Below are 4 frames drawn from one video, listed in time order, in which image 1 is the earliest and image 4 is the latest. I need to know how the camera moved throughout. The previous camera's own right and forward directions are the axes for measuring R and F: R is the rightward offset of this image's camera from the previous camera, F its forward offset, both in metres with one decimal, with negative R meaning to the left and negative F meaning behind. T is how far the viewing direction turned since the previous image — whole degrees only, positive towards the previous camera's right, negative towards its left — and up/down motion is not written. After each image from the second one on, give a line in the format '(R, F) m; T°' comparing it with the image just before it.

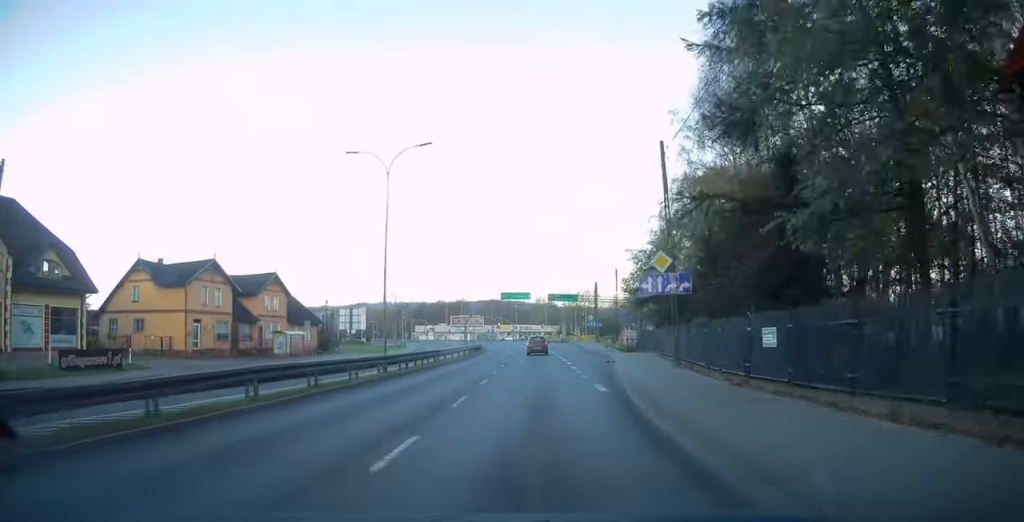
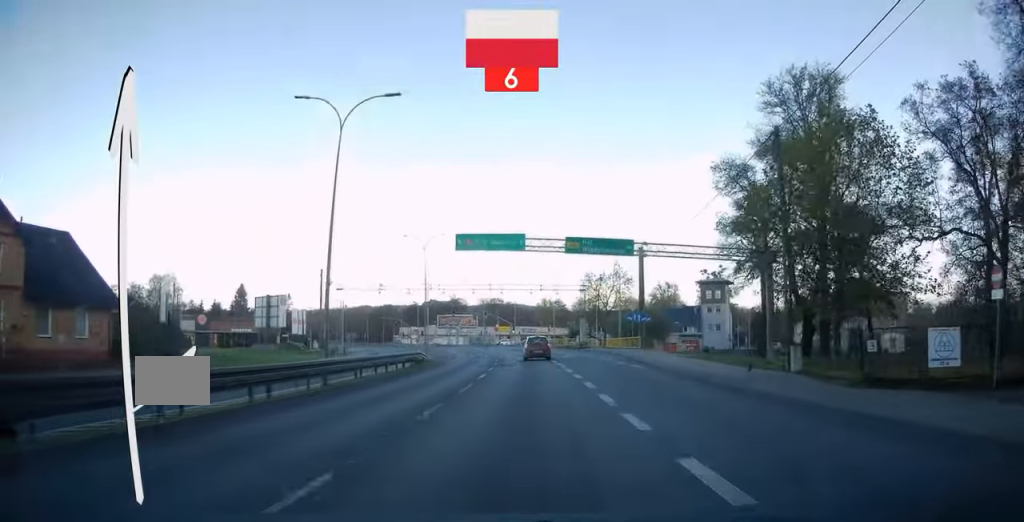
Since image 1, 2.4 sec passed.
(-0.1, +39.5) m; 0°
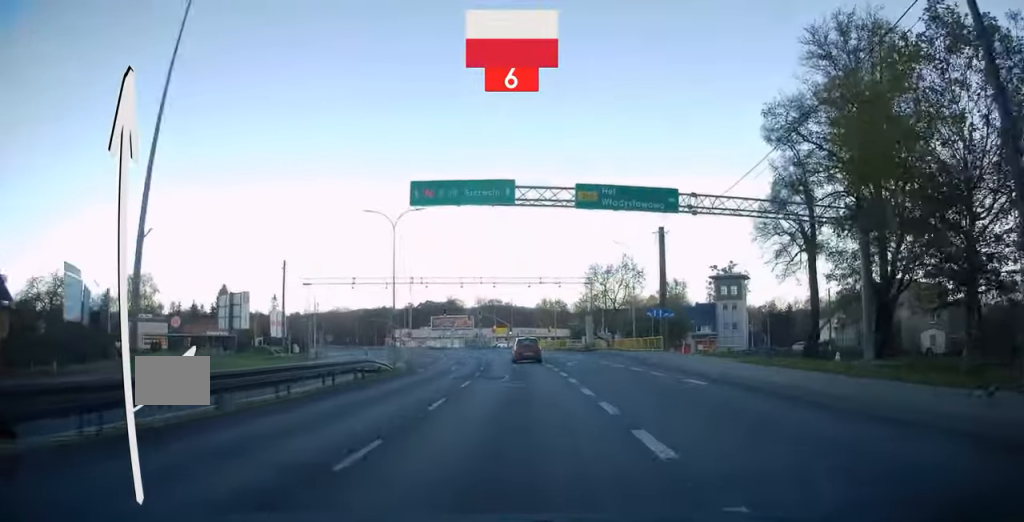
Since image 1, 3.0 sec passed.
(-0.1, +10.3) m; -1°
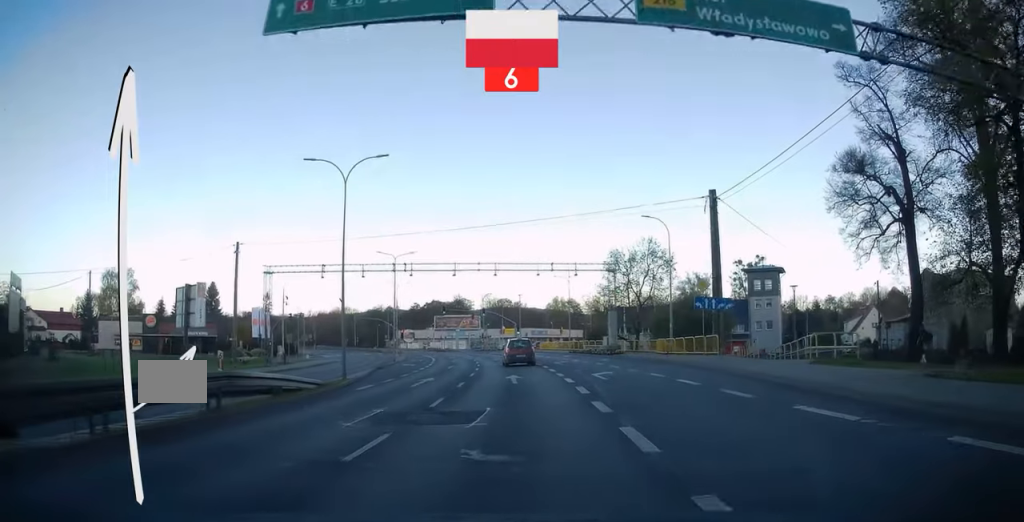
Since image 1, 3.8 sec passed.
(-0.1, +11.9) m; -1°
